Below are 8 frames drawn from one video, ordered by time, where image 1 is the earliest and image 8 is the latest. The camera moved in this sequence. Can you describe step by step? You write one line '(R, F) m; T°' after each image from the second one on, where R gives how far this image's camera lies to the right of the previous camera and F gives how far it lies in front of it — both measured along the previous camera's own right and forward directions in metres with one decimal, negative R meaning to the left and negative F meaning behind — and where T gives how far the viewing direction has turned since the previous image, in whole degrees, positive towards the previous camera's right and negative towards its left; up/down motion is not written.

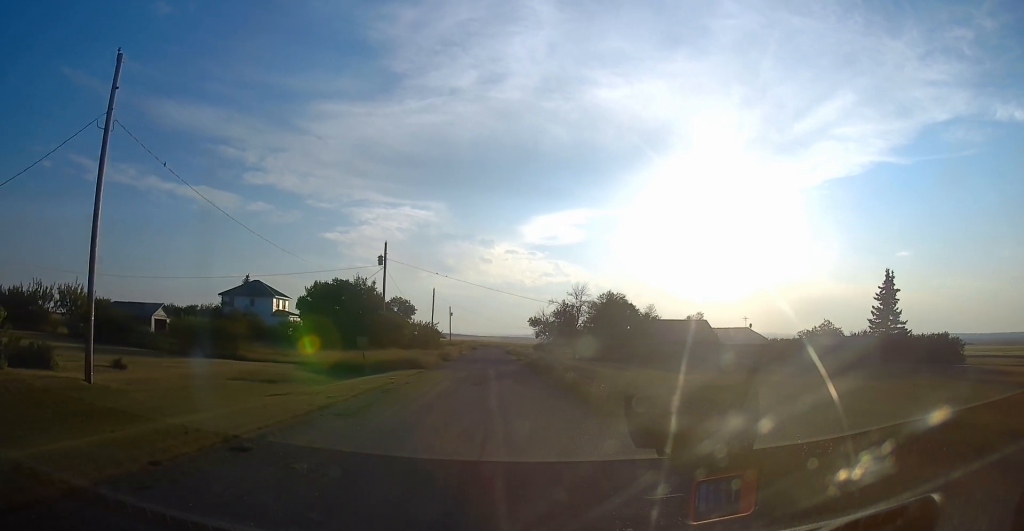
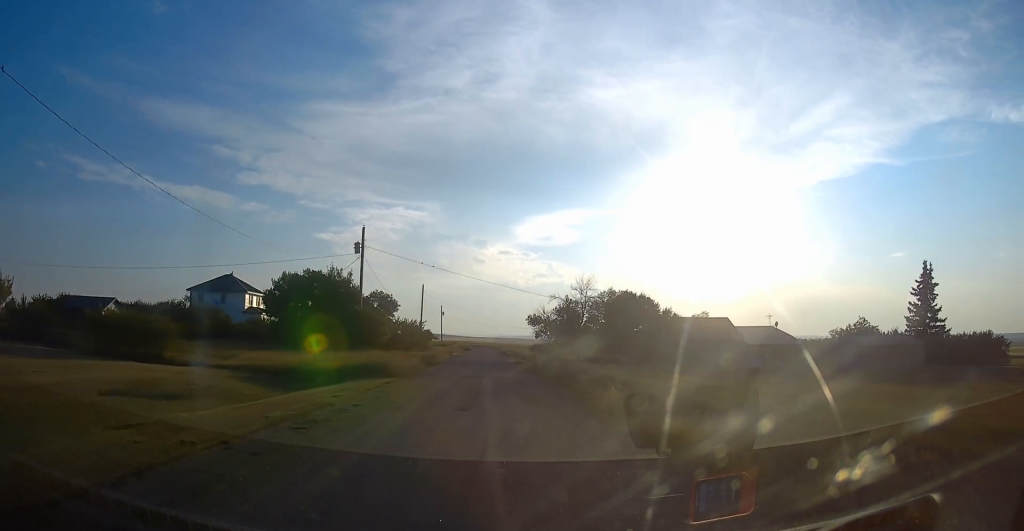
(0.0, +8.6) m; 0°
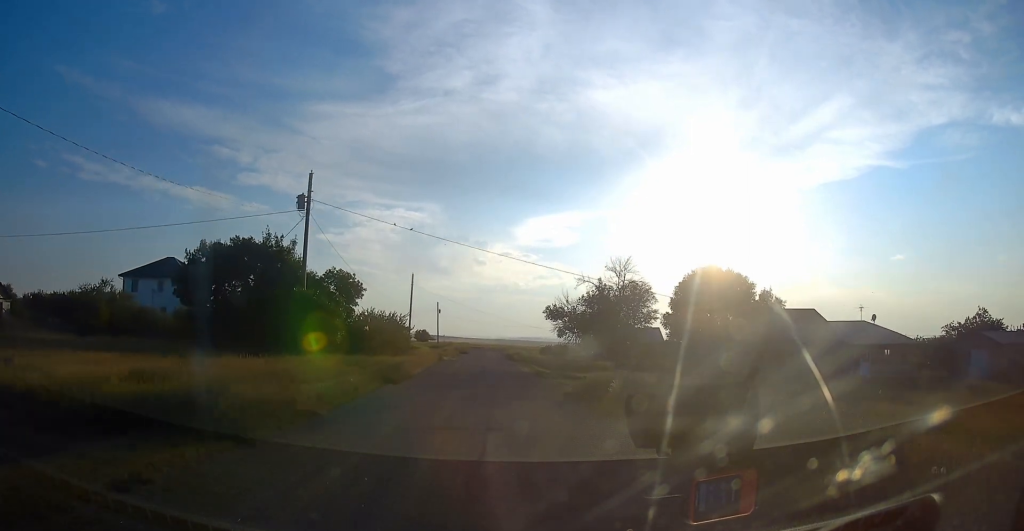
(0.0, +17.9) m; 0°
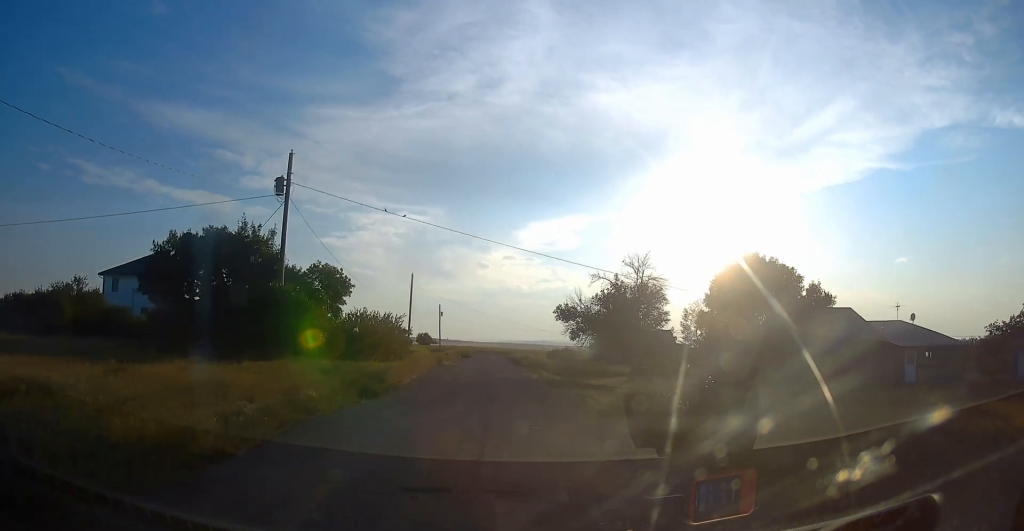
(0.0, +4.8) m; 0°
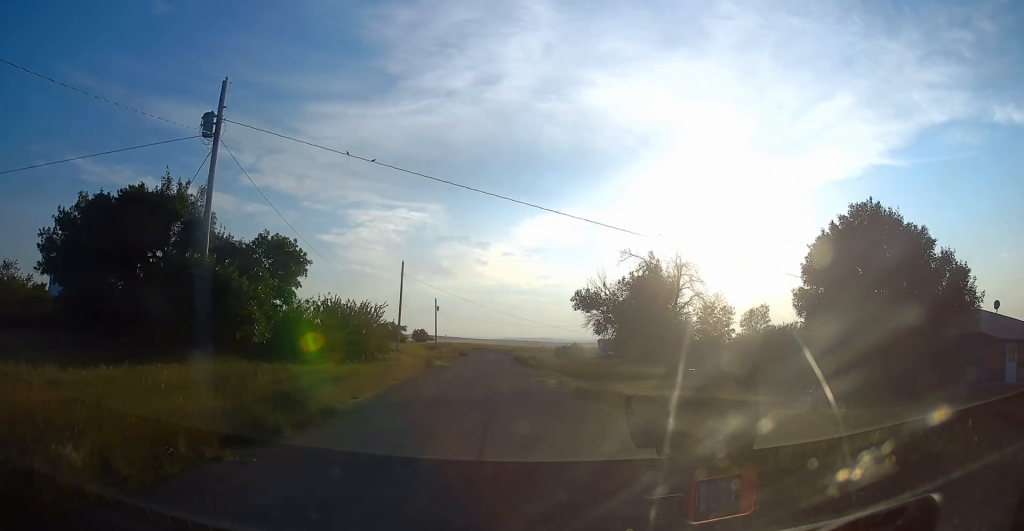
(0.0, +9.3) m; 0°
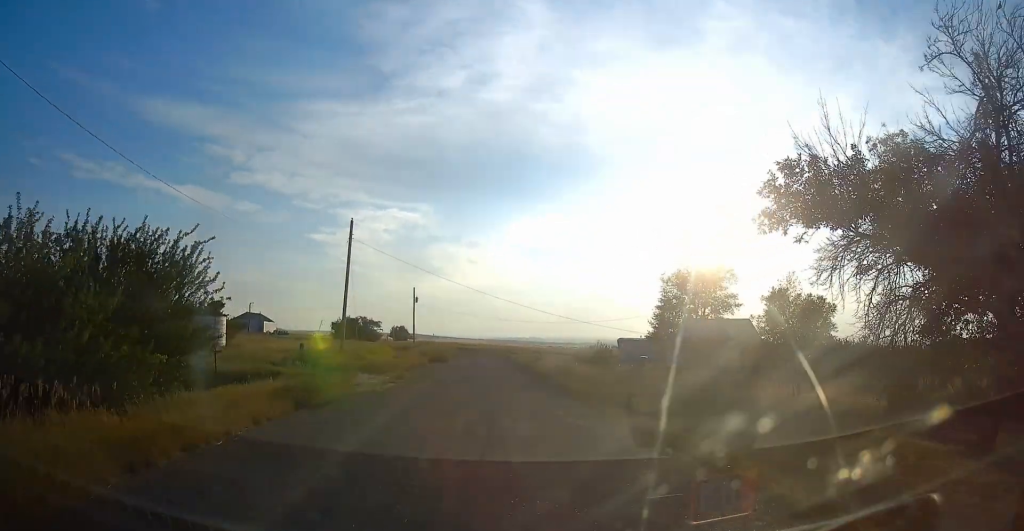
(0.0, +25.8) m; 0°
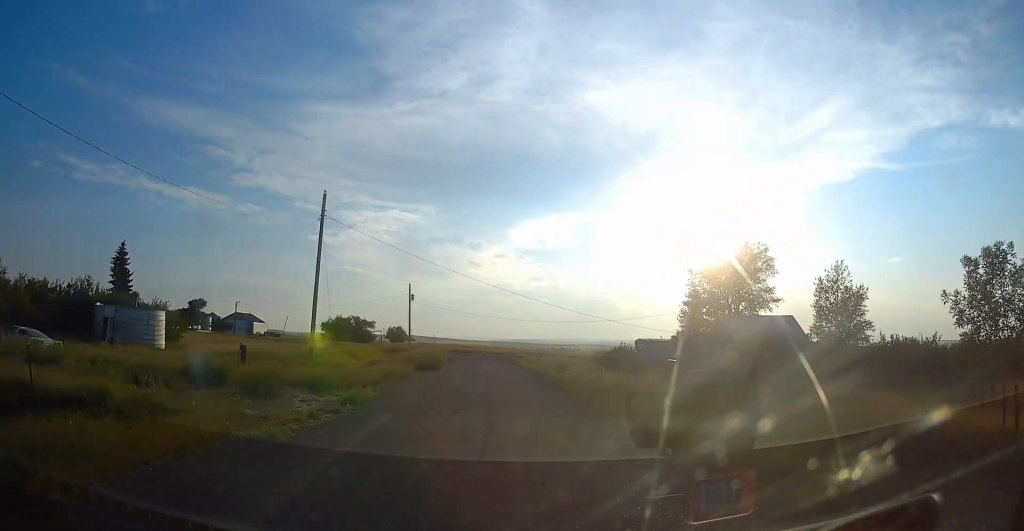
(0.0, +9.8) m; 0°
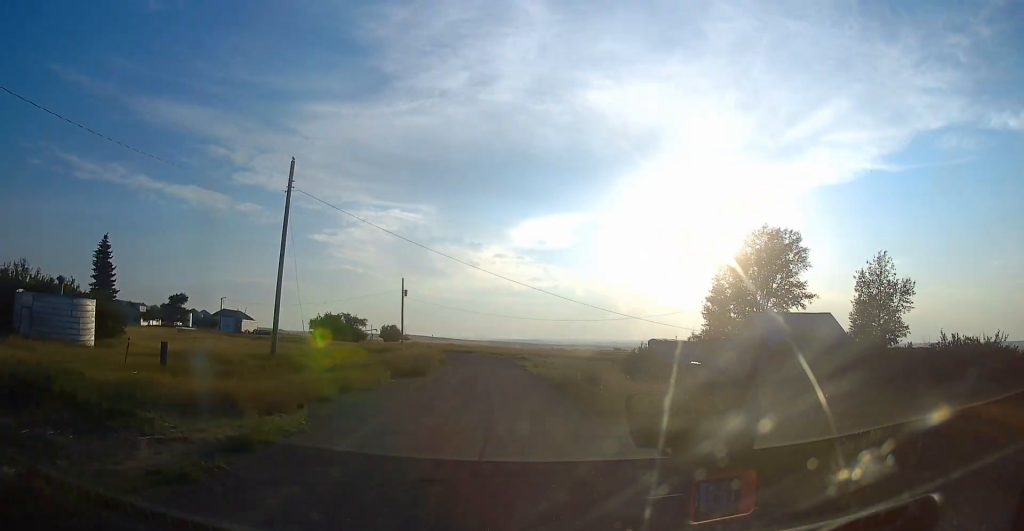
(0.0, +7.6) m; 0°
